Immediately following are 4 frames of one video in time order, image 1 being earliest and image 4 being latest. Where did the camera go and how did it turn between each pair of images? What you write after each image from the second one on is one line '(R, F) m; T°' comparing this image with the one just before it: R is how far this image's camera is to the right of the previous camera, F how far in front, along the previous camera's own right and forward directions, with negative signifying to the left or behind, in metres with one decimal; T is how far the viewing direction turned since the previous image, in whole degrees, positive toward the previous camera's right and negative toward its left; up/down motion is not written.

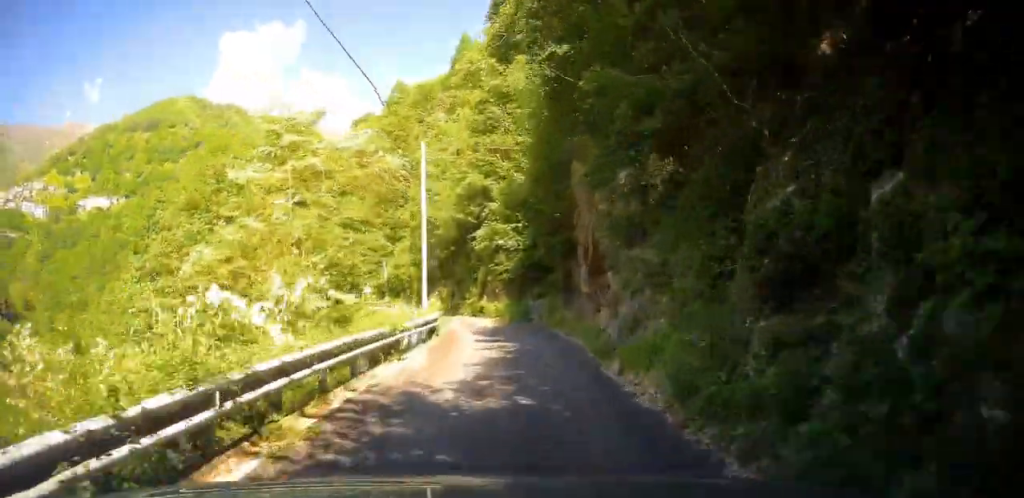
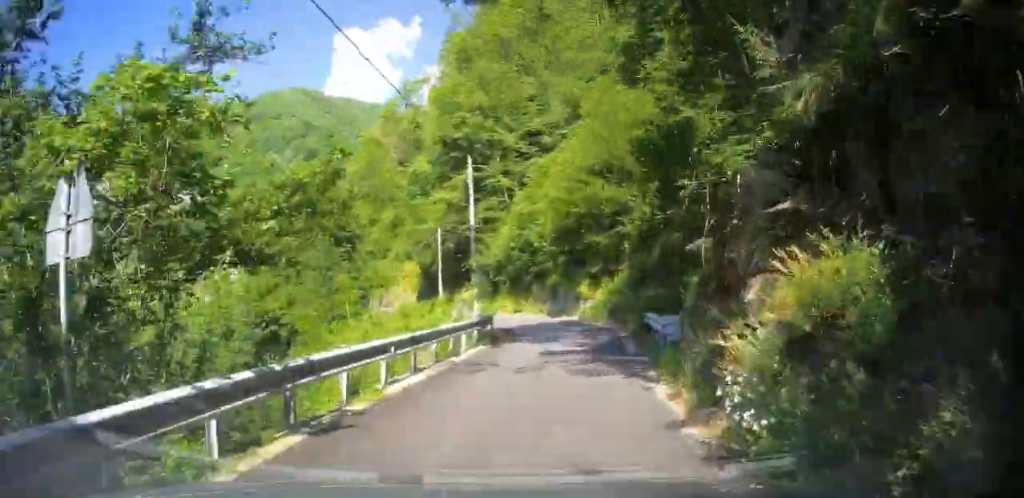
(-9.4, +59.8) m; -6°
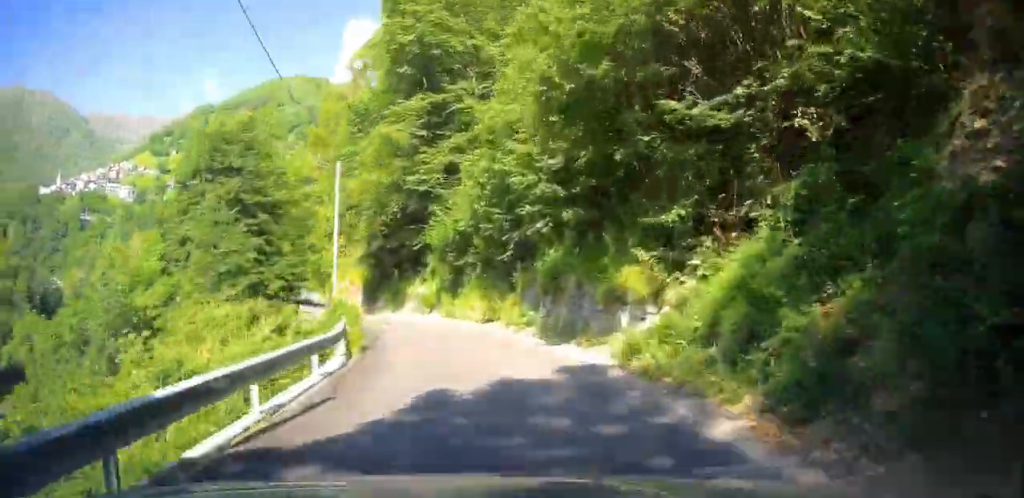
(-0.2, +22.0) m; -6°
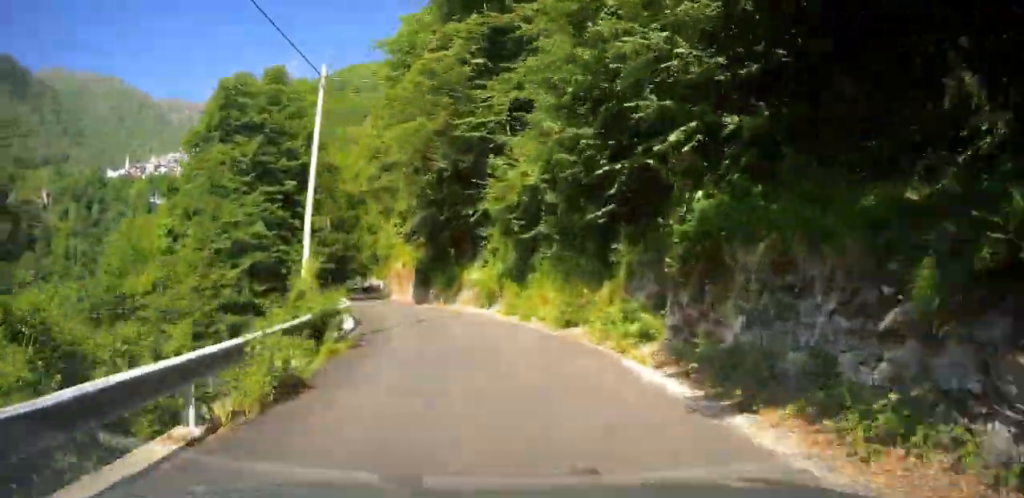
(-0.5, +10.0) m; -3°
